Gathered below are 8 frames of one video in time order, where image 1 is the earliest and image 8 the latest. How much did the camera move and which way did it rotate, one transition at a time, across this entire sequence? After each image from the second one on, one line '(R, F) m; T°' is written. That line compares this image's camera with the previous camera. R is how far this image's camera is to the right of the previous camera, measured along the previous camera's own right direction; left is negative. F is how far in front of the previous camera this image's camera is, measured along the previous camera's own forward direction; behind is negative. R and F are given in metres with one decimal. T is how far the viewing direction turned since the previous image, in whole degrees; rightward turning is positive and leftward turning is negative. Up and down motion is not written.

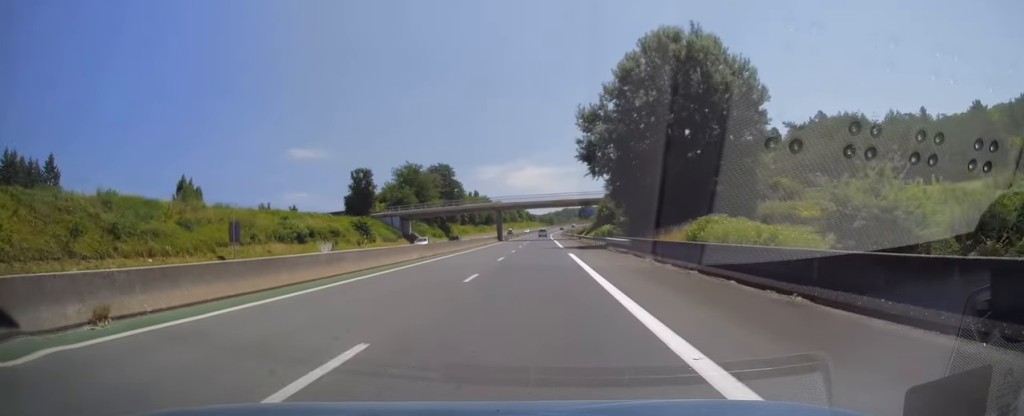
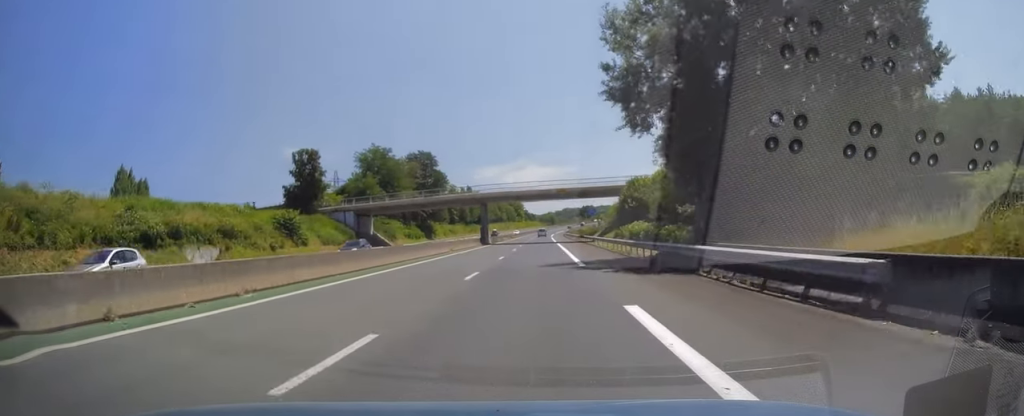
(0.0, +24.6) m; 0°
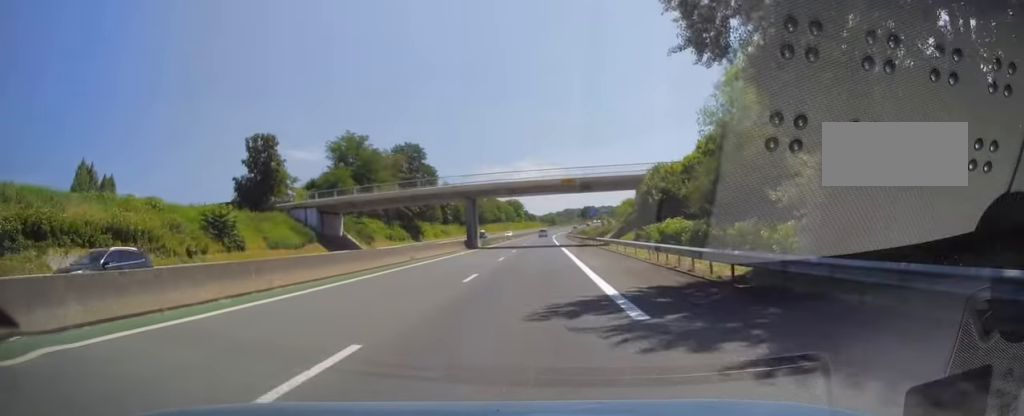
(0.0, +13.3) m; 0°
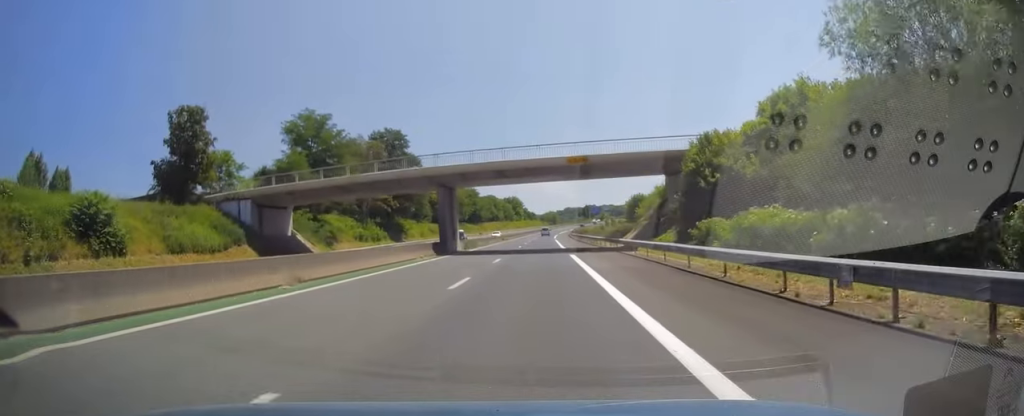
(0.0, +15.2) m; 0°
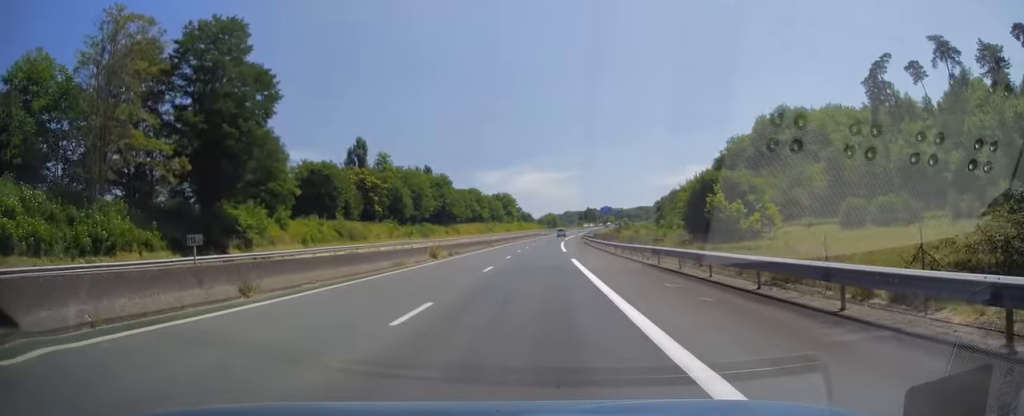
(-0.4, +56.9) m; 0°
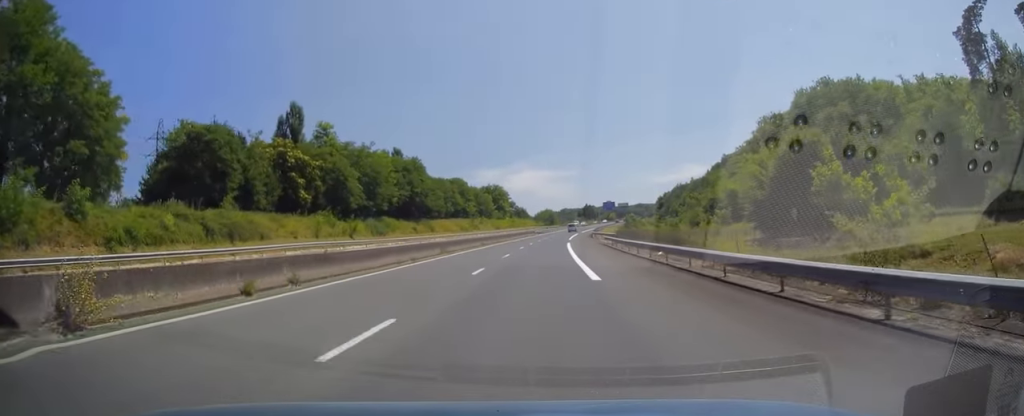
(+0.3, +29.4) m; +1°
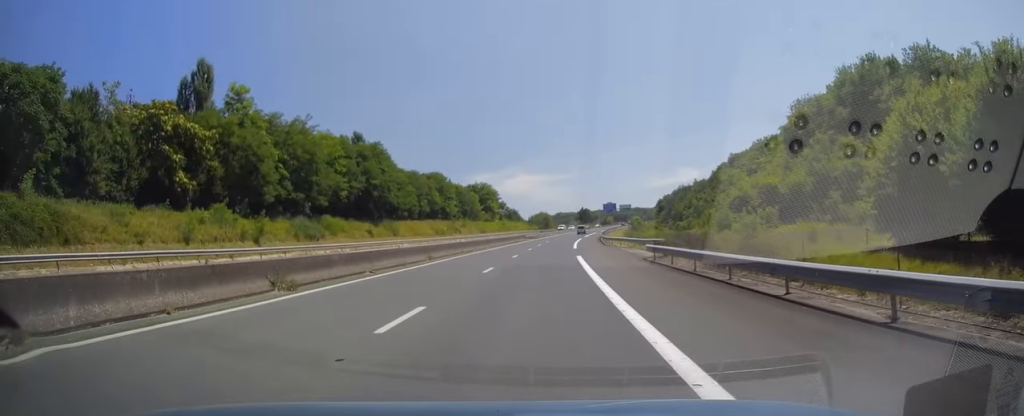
(+0.2, +24.1) m; +1°
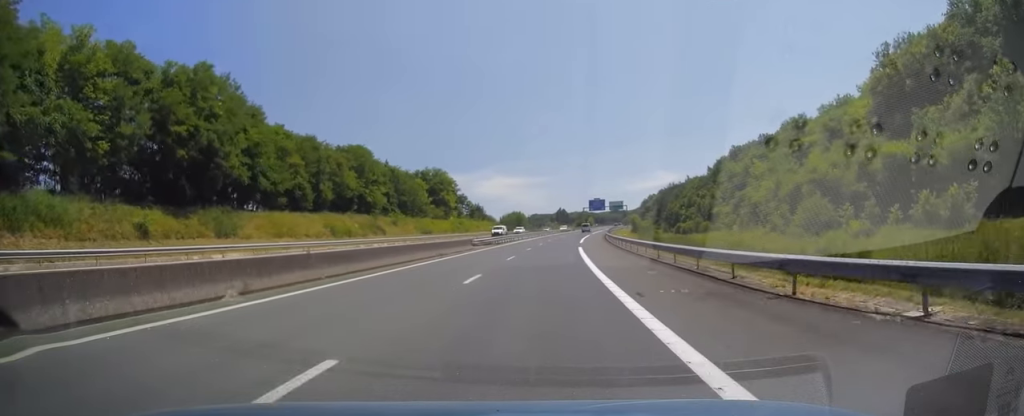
(+0.6, +44.0) m; +2°
